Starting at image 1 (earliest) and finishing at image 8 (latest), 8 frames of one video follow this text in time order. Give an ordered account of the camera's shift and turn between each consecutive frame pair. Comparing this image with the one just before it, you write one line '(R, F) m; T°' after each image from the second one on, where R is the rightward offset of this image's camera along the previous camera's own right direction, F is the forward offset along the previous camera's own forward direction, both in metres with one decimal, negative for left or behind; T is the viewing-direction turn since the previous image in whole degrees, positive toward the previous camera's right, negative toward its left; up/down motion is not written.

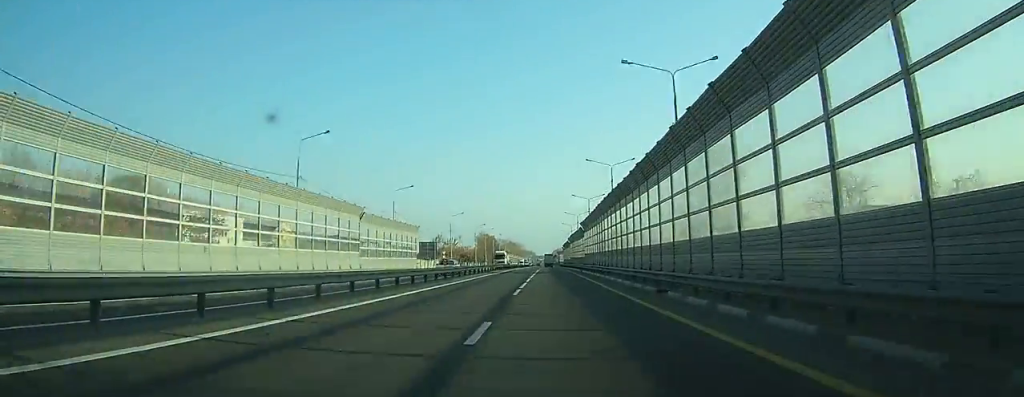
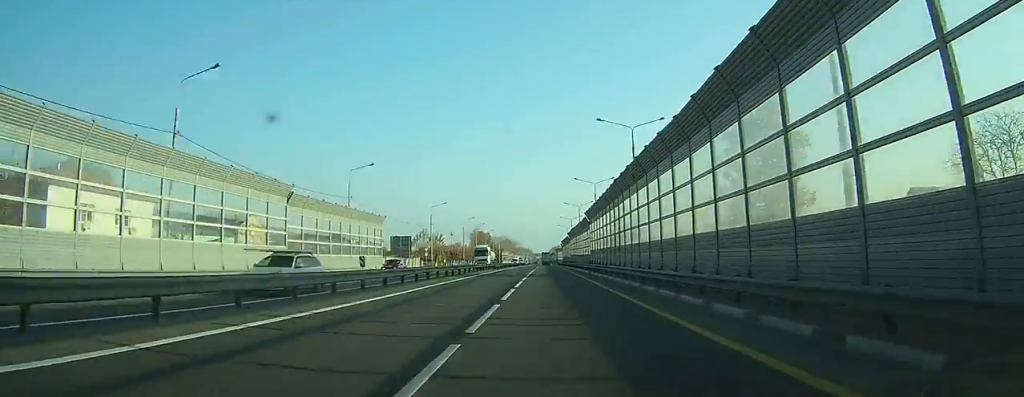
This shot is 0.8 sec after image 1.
(-0.1, +16.1) m; 0°
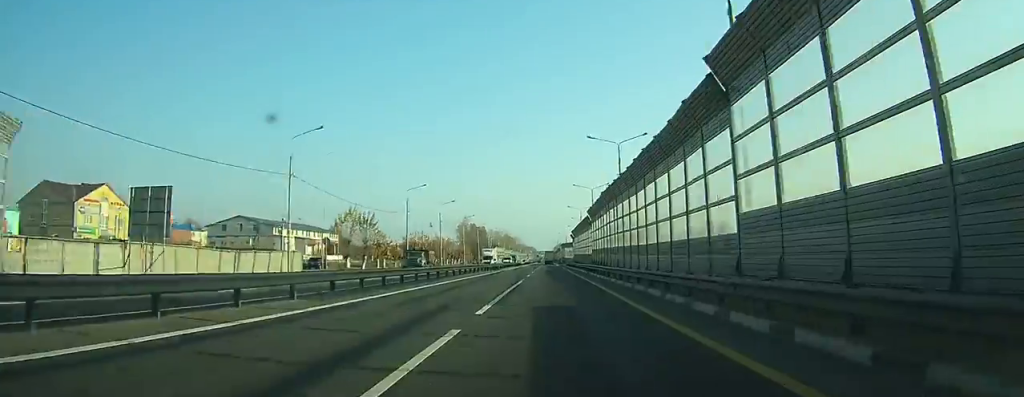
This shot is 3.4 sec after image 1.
(0.0, +52.8) m; 0°
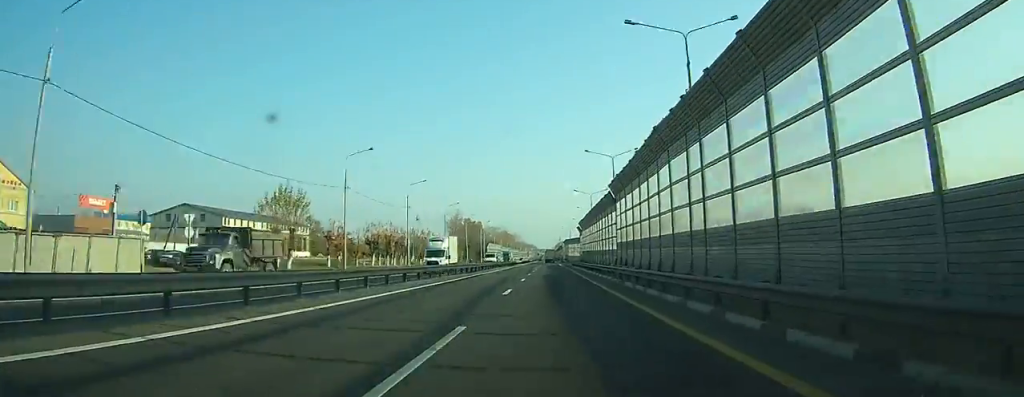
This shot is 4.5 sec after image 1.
(0.0, +23.3) m; 0°
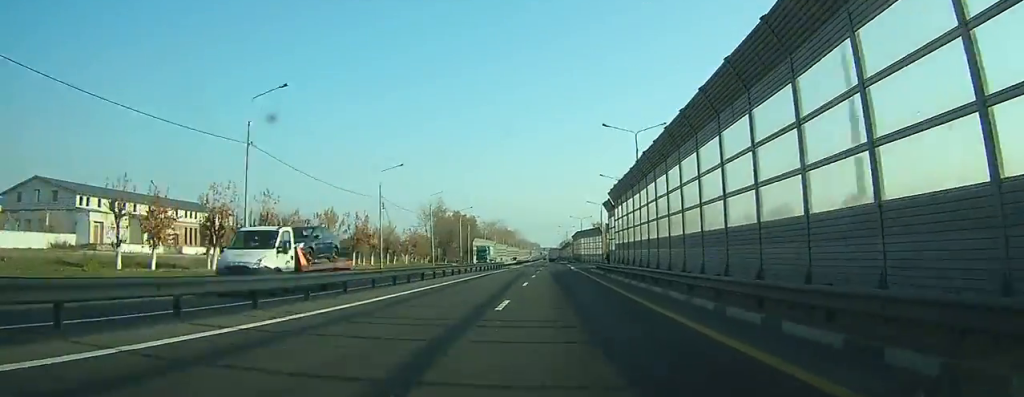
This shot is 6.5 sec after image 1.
(-0.2, +41.4) m; 0°
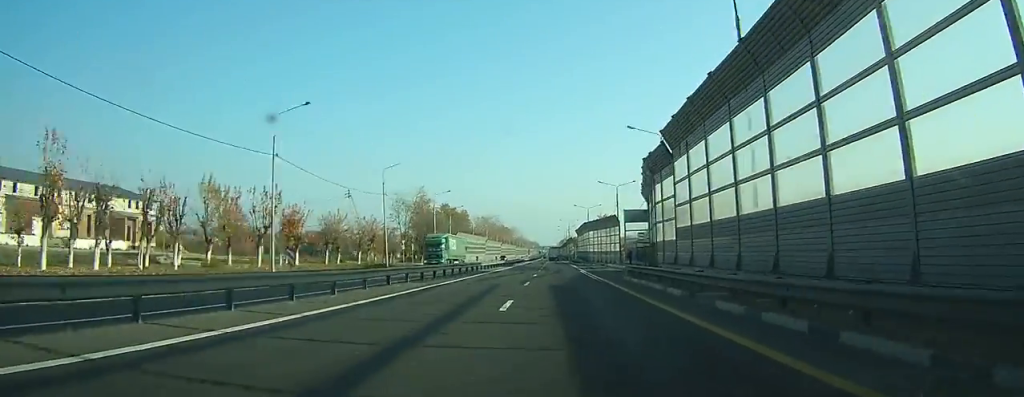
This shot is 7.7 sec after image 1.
(0.0, +25.1) m; 0°
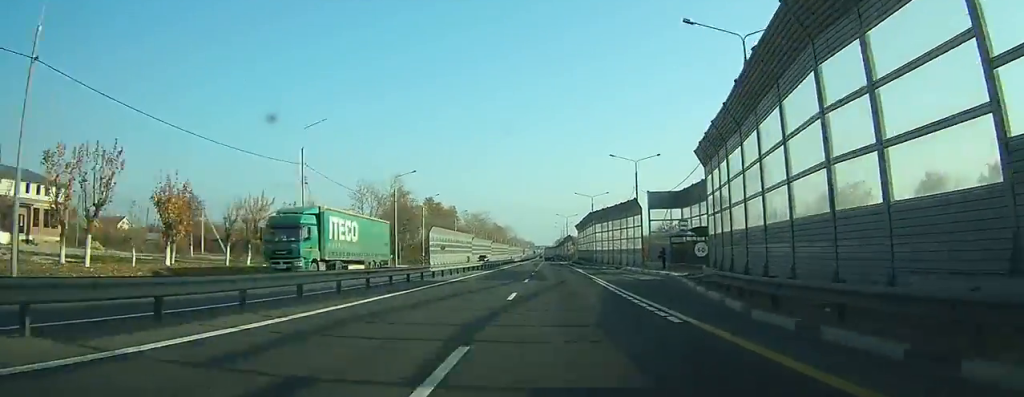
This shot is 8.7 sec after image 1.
(0.0, +21.2) m; 0°
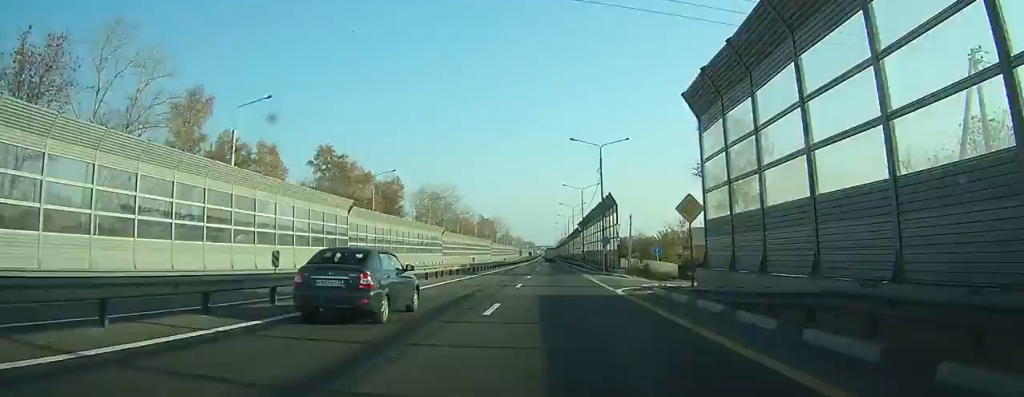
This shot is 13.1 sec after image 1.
(-0.1, +93.5) m; 0°
